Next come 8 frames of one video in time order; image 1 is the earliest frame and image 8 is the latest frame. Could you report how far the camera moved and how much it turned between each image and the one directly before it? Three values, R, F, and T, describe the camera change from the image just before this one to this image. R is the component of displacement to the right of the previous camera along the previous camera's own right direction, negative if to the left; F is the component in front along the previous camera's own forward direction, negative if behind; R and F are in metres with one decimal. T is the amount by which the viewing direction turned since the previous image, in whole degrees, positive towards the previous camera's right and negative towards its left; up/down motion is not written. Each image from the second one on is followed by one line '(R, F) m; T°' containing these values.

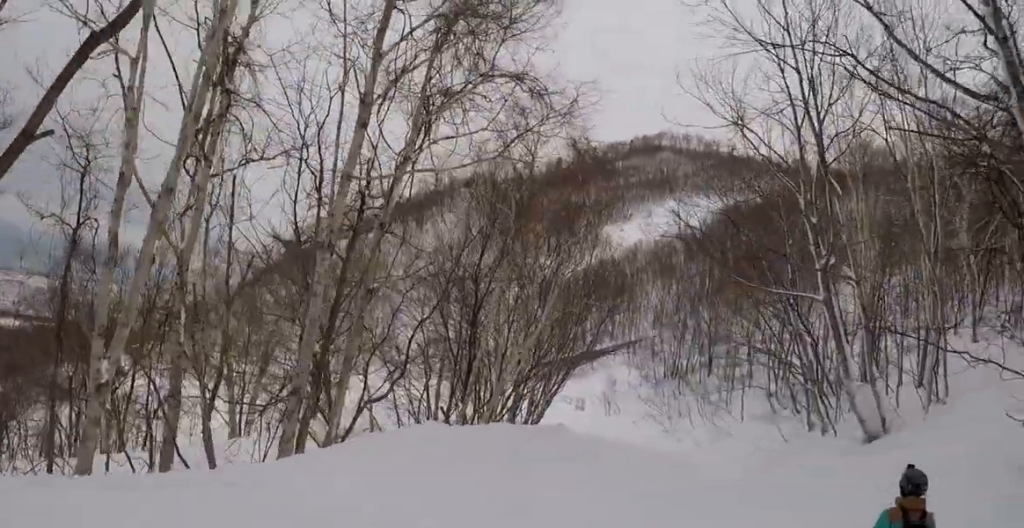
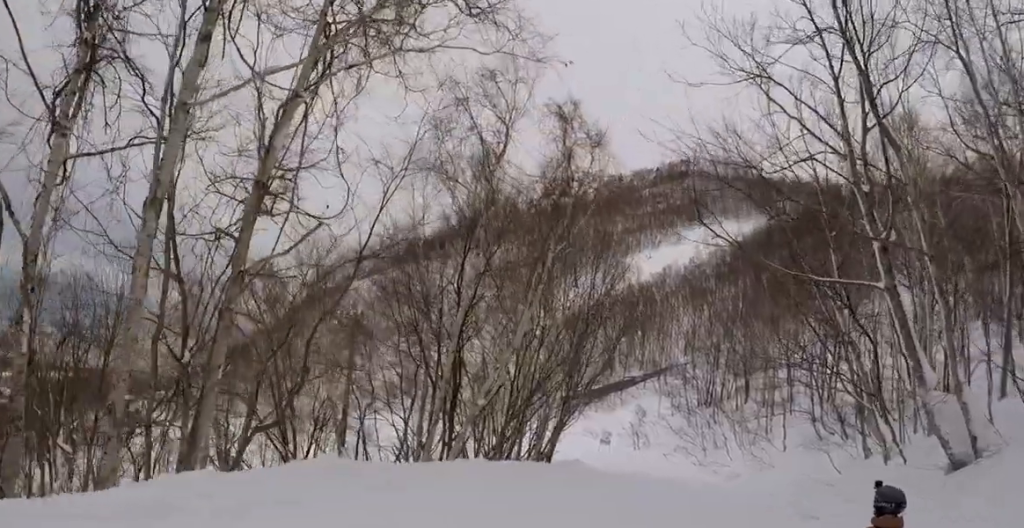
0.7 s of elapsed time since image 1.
(-1.3, +4.5) m; -9°
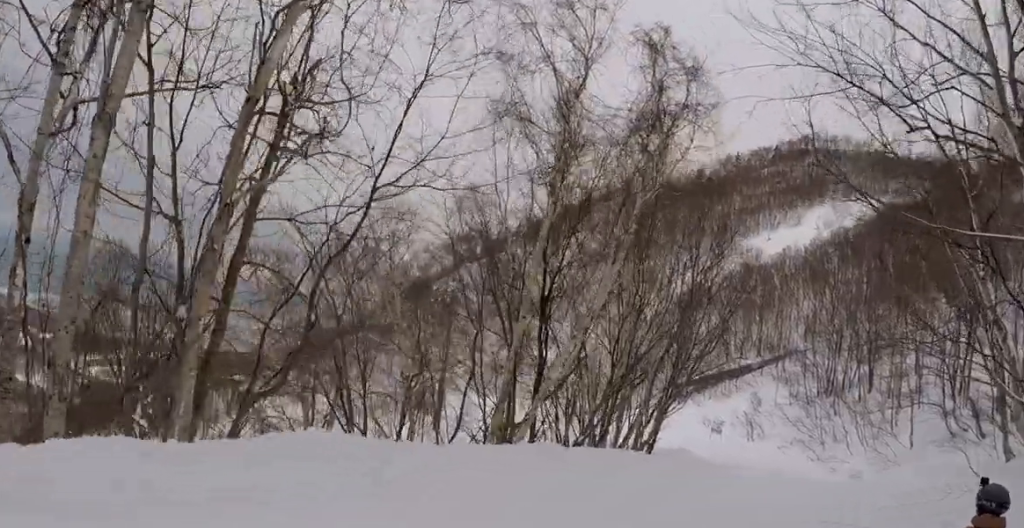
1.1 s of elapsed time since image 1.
(-0.1, +2.6) m; +1°
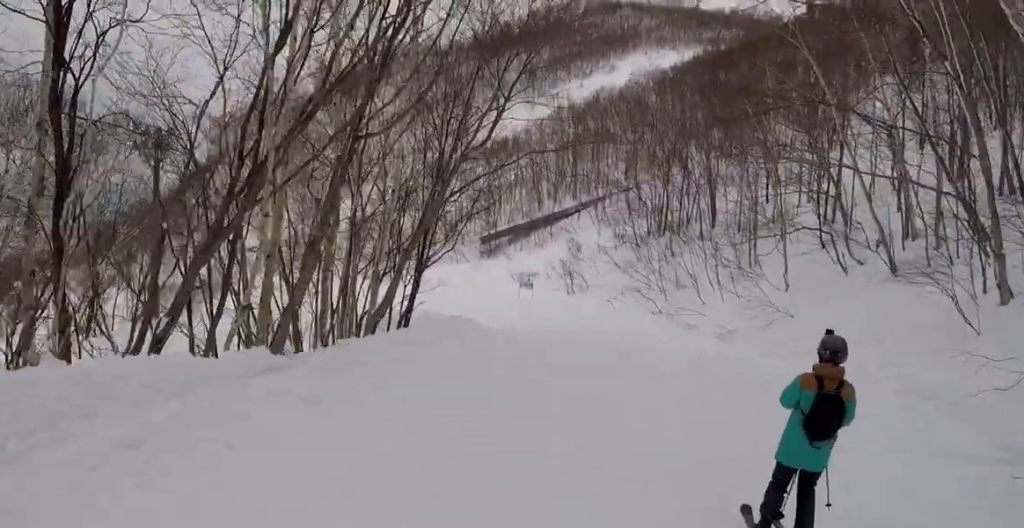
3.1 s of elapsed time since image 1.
(+3.0, +11.5) m; +22°
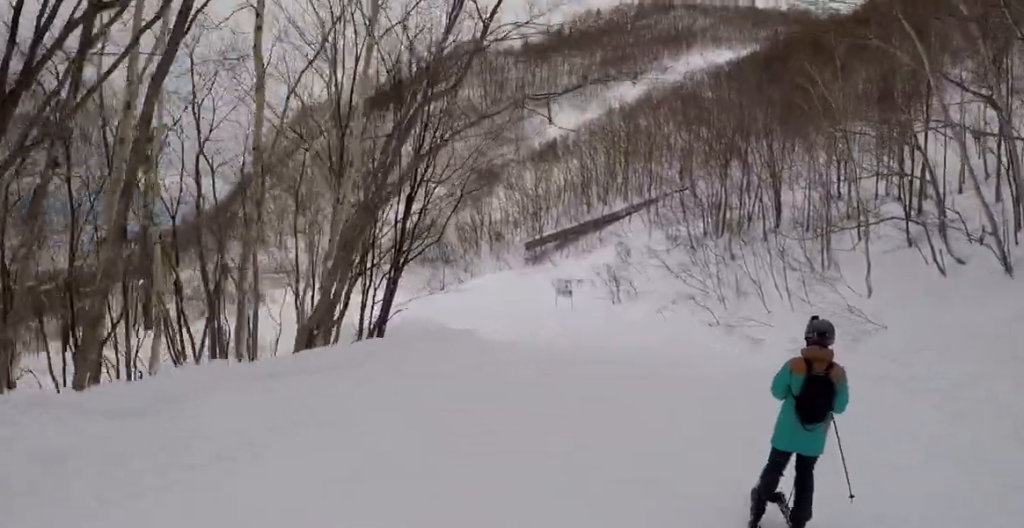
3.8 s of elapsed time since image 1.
(+0.1, +4.4) m; -9°
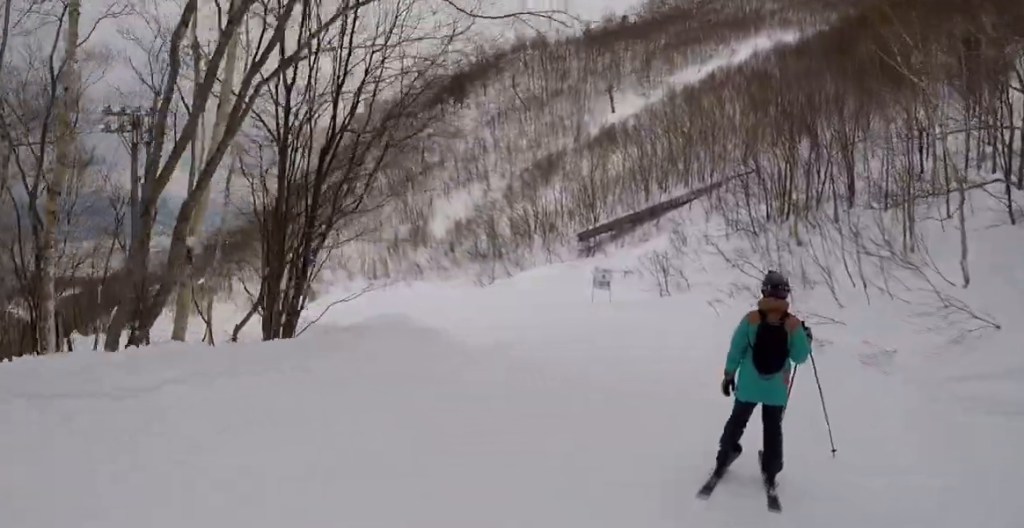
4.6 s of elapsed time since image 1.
(-0.7, +4.4) m; -2°
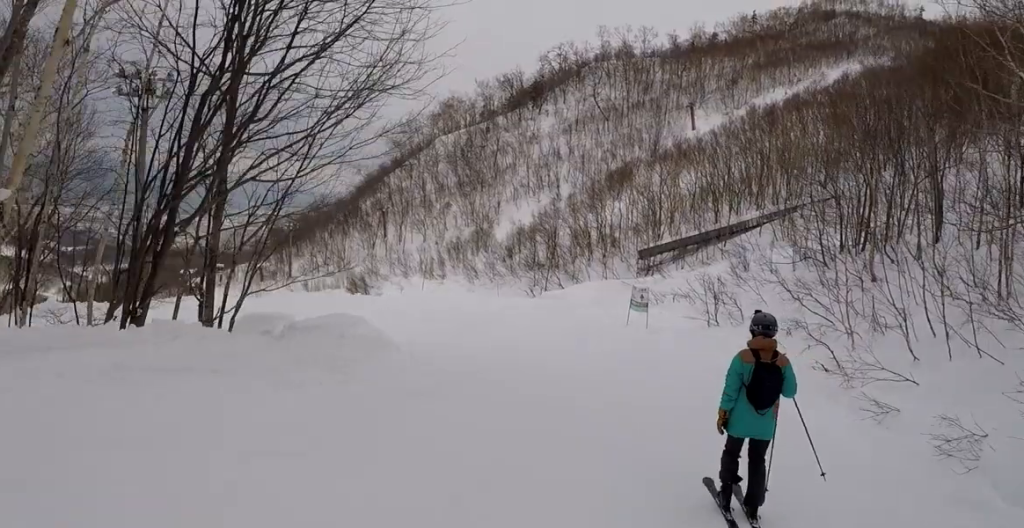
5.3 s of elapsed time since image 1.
(0.0, +3.7) m; -5°
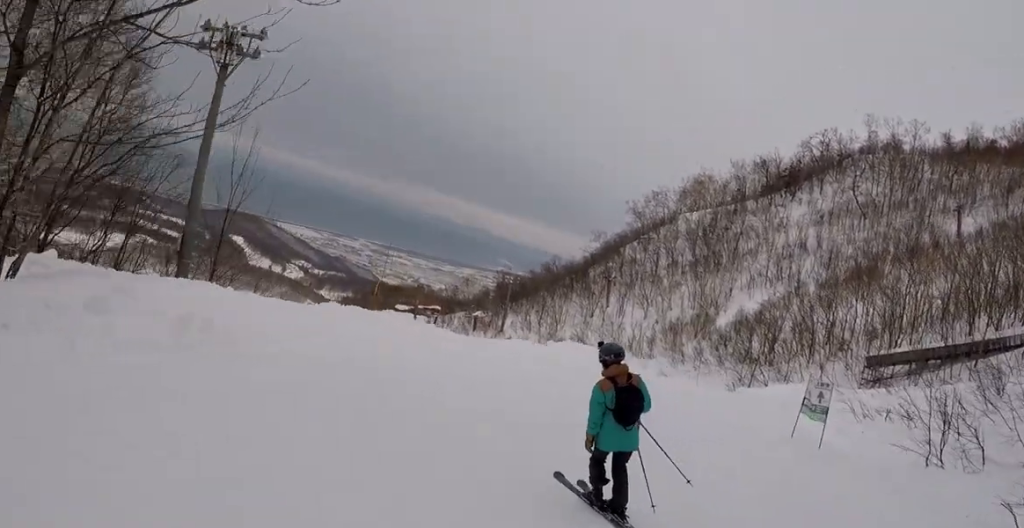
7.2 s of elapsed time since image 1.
(-2.7, +7.1) m; -56°
